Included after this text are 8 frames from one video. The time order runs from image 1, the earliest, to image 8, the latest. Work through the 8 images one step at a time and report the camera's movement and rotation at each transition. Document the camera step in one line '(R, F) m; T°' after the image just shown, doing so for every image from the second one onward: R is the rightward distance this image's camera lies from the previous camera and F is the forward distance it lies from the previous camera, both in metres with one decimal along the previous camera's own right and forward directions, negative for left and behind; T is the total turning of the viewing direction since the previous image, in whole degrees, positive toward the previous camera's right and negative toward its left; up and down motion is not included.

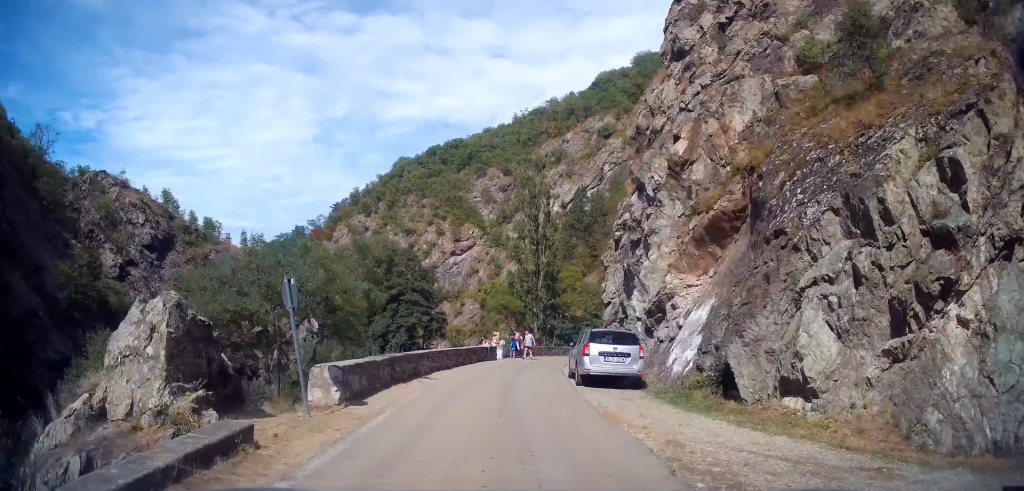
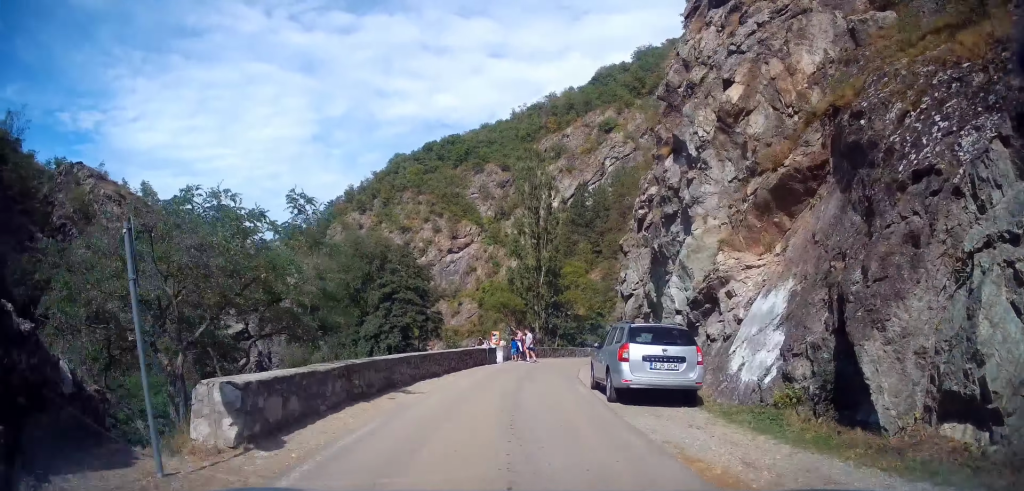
(0.0, +3.5) m; 0°
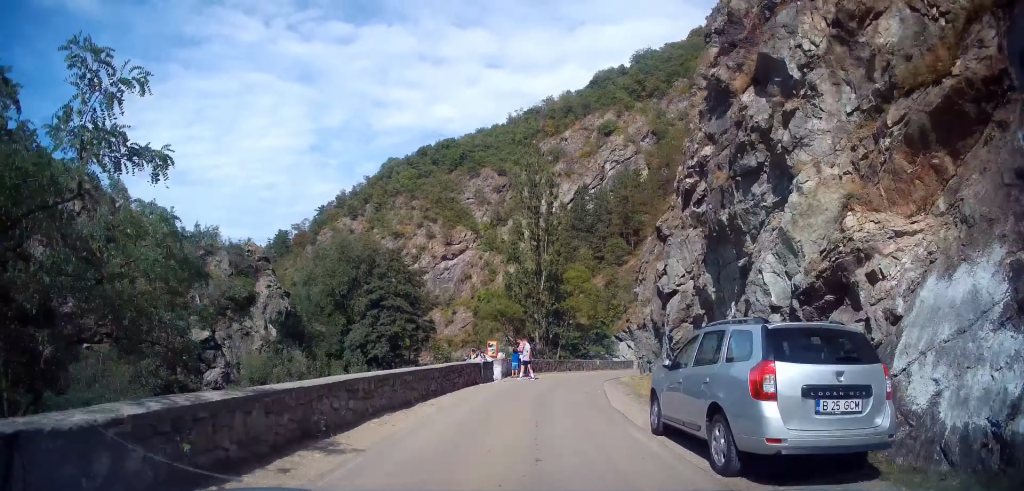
(+0.2, +4.7) m; 0°
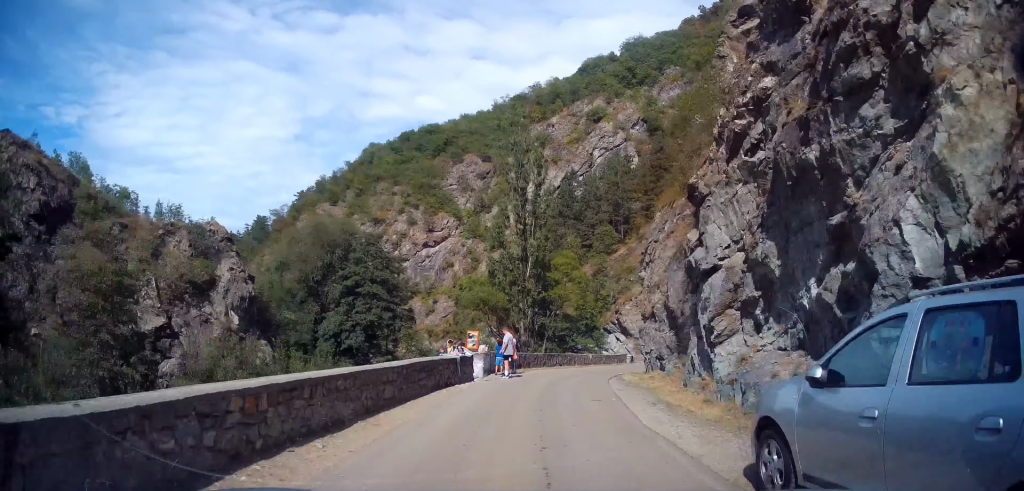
(0.0, +3.6) m; +1°
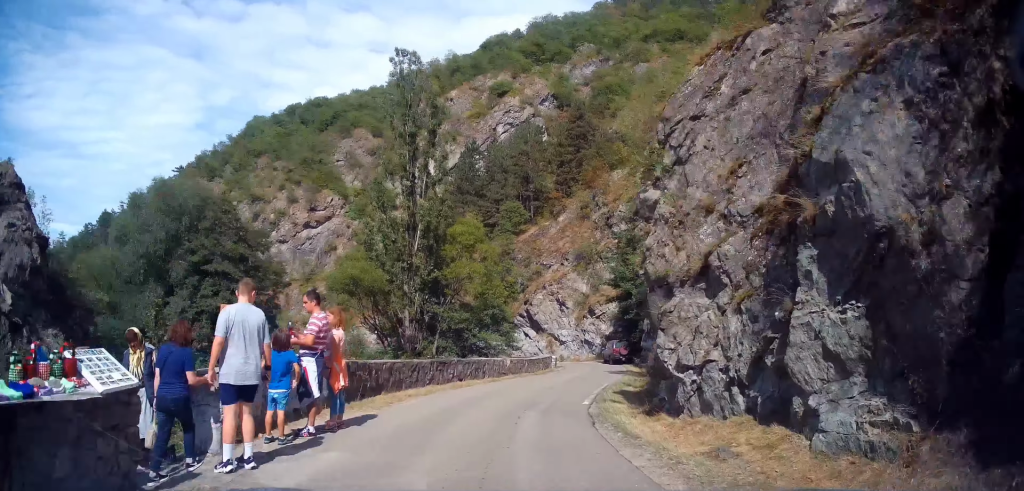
(+0.8, +13.2) m; +11°
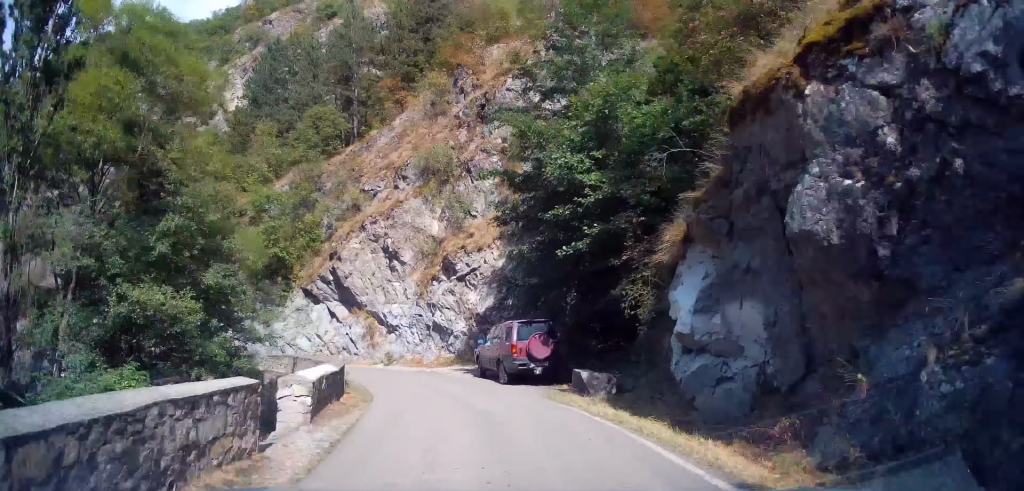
(+3.0, +24.7) m; +13°
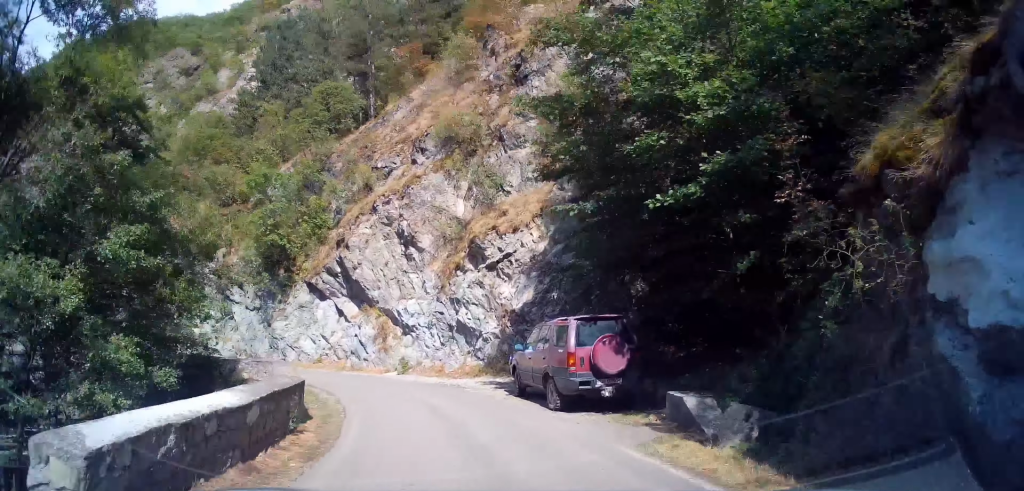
(+0.2, +5.1) m; 0°
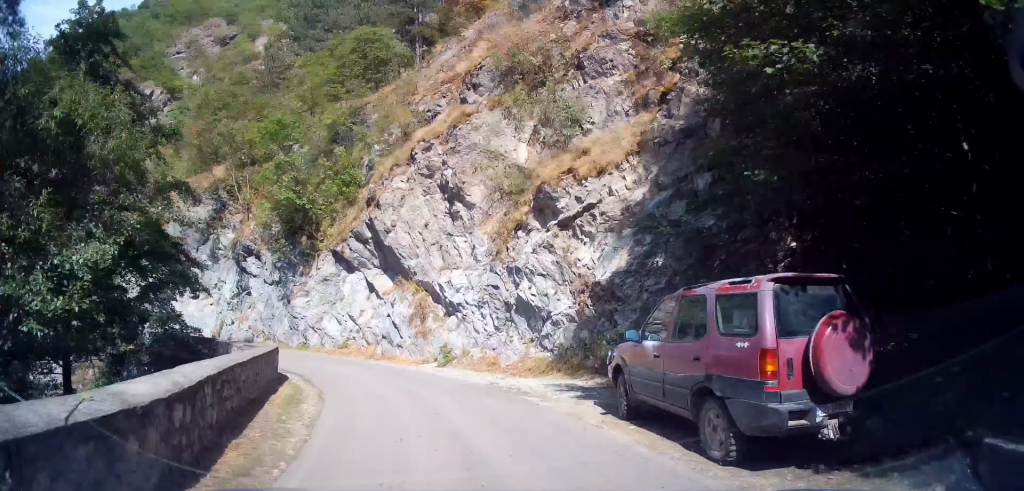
(+0.2, +5.7) m; -3°
